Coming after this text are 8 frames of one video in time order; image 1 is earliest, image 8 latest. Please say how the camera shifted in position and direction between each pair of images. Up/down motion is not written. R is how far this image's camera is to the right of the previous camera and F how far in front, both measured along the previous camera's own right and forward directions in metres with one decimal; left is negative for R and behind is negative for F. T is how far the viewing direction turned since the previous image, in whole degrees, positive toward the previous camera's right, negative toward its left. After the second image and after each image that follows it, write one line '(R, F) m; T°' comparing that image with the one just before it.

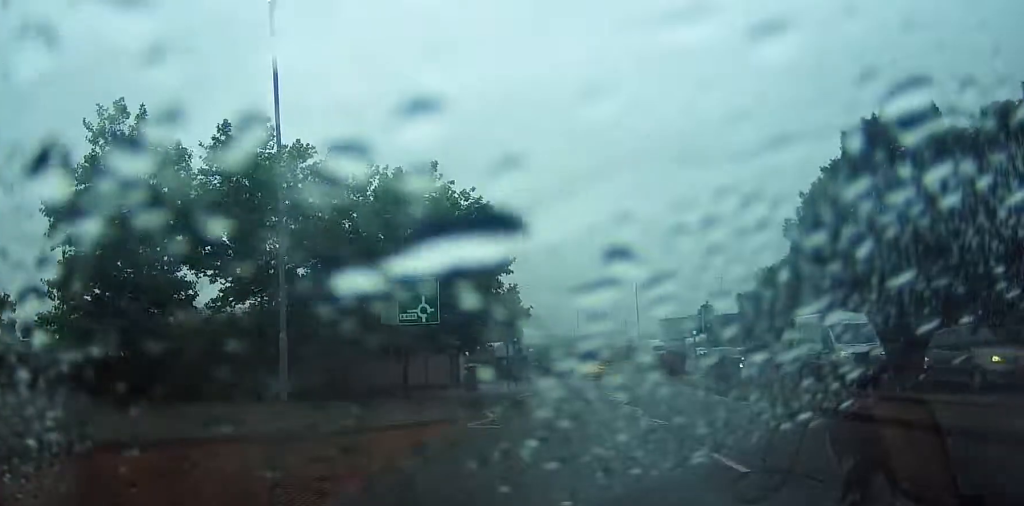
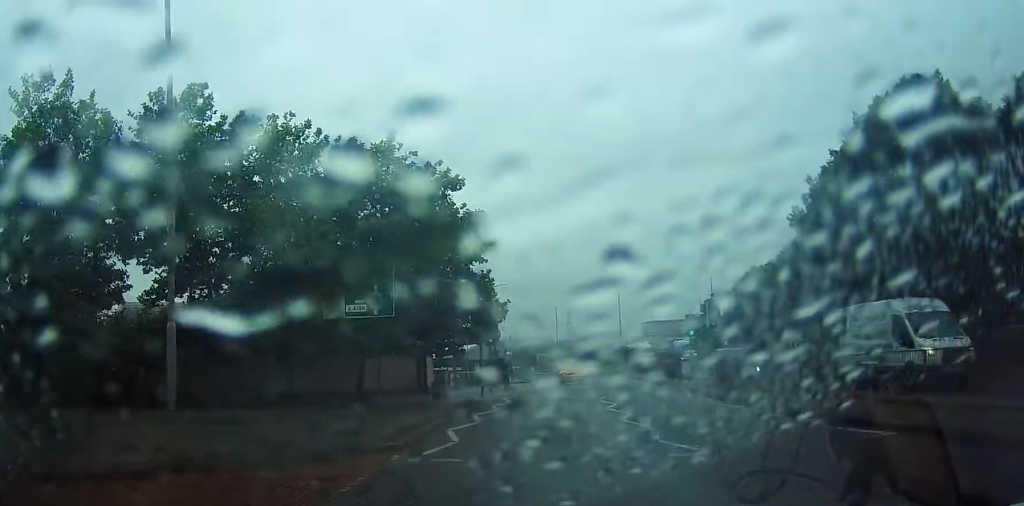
(+0.1, +4.5) m; +1°
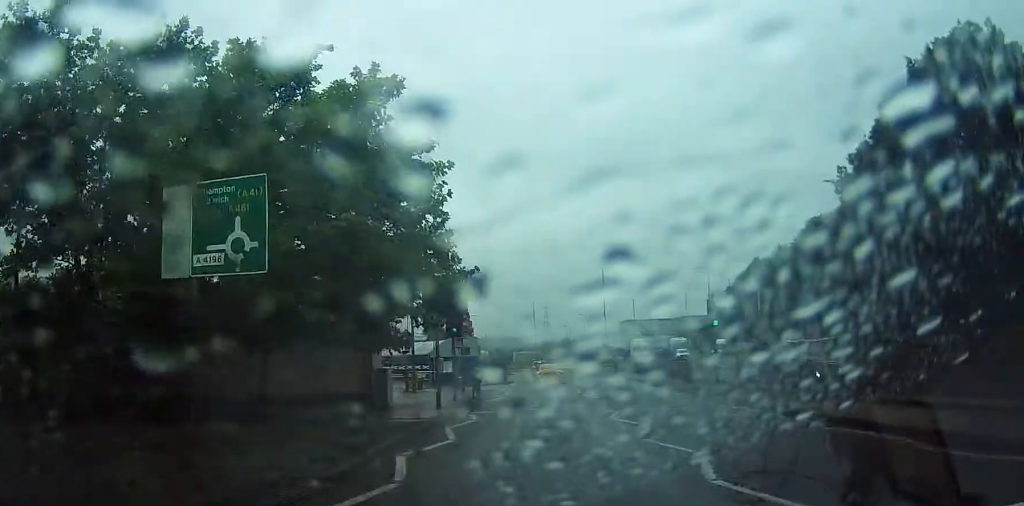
(+0.1, +8.4) m; +1°
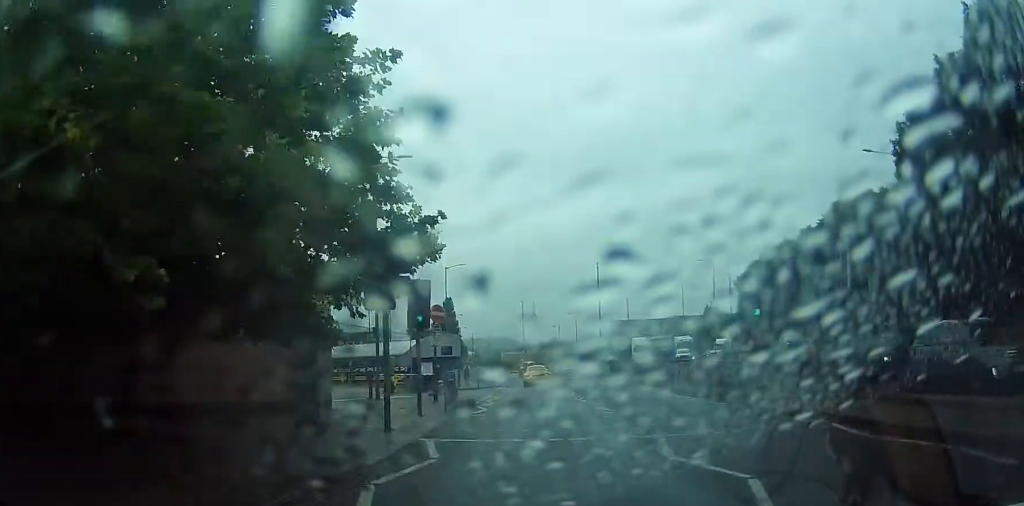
(0.0, +6.4) m; 0°
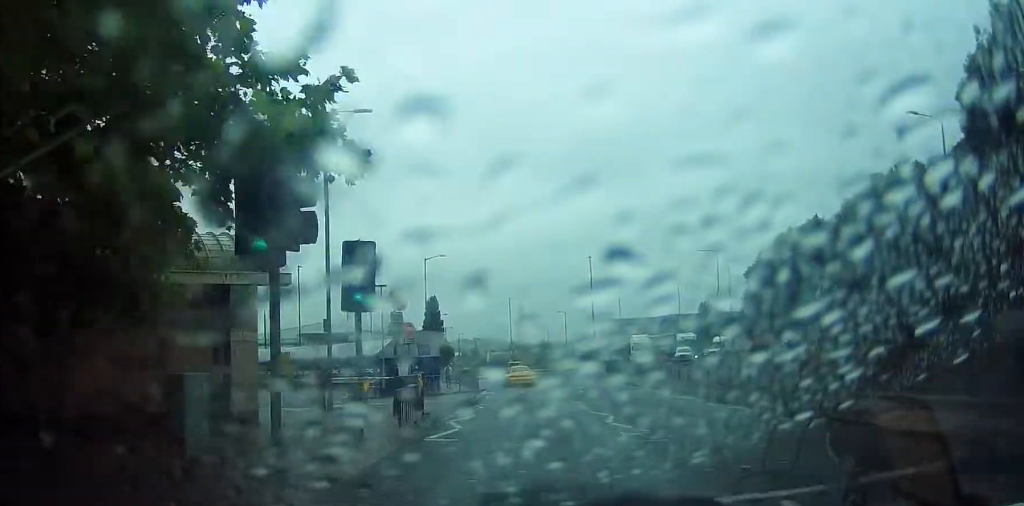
(0.0, +5.5) m; 0°
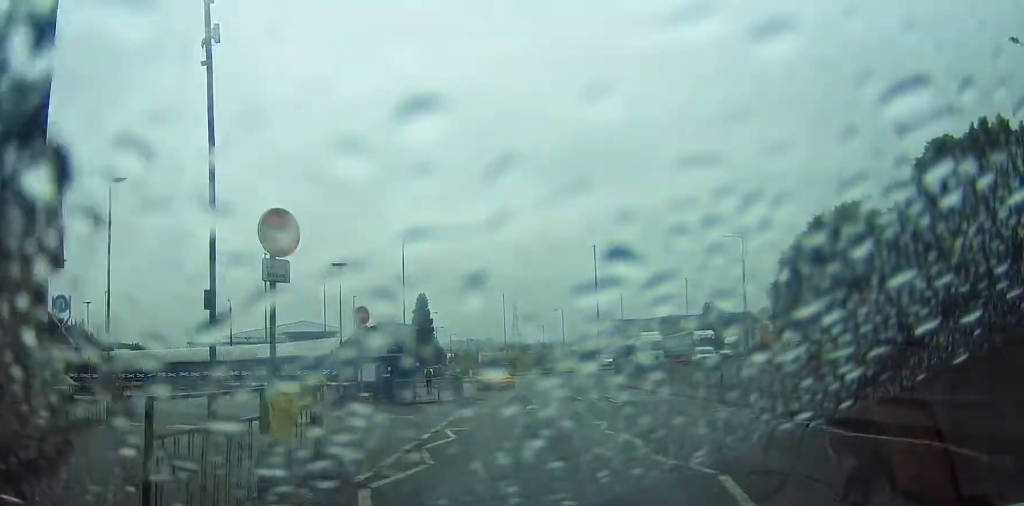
(0.0, +8.7) m; +1°
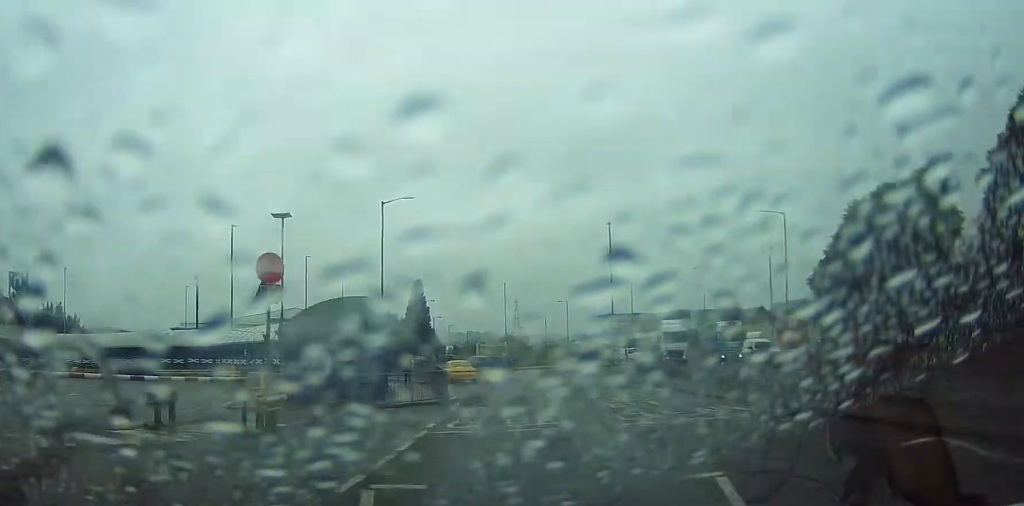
(+0.1, +8.7) m; 0°
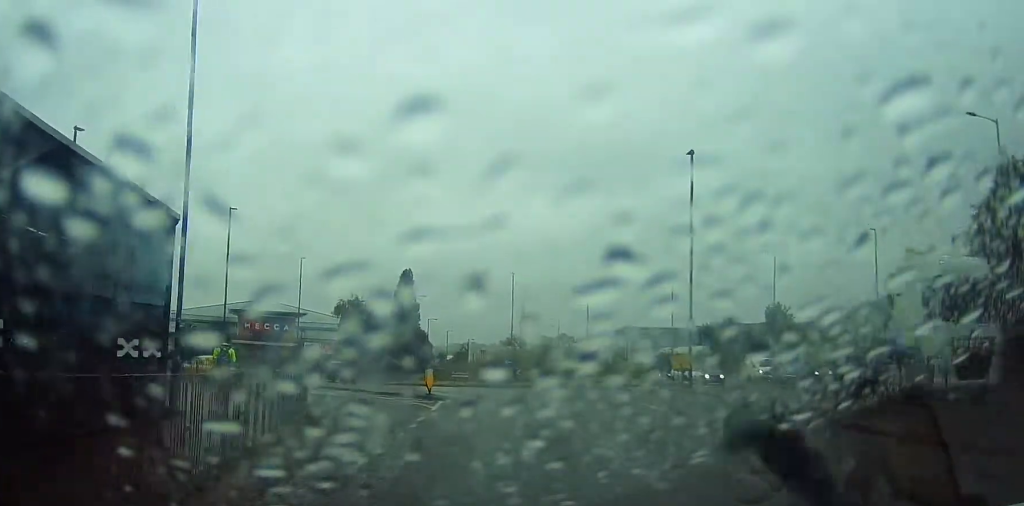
(+0.2, +23.8) m; +1°
